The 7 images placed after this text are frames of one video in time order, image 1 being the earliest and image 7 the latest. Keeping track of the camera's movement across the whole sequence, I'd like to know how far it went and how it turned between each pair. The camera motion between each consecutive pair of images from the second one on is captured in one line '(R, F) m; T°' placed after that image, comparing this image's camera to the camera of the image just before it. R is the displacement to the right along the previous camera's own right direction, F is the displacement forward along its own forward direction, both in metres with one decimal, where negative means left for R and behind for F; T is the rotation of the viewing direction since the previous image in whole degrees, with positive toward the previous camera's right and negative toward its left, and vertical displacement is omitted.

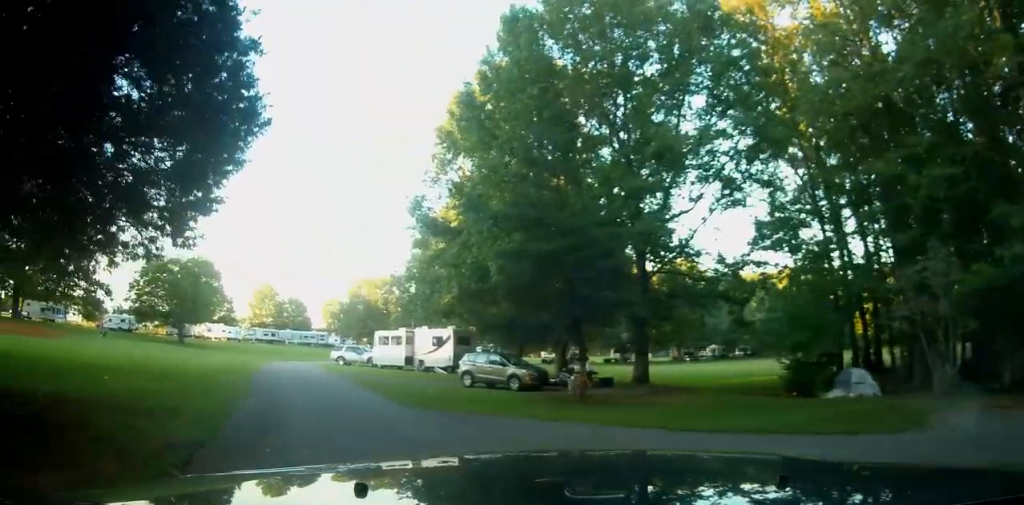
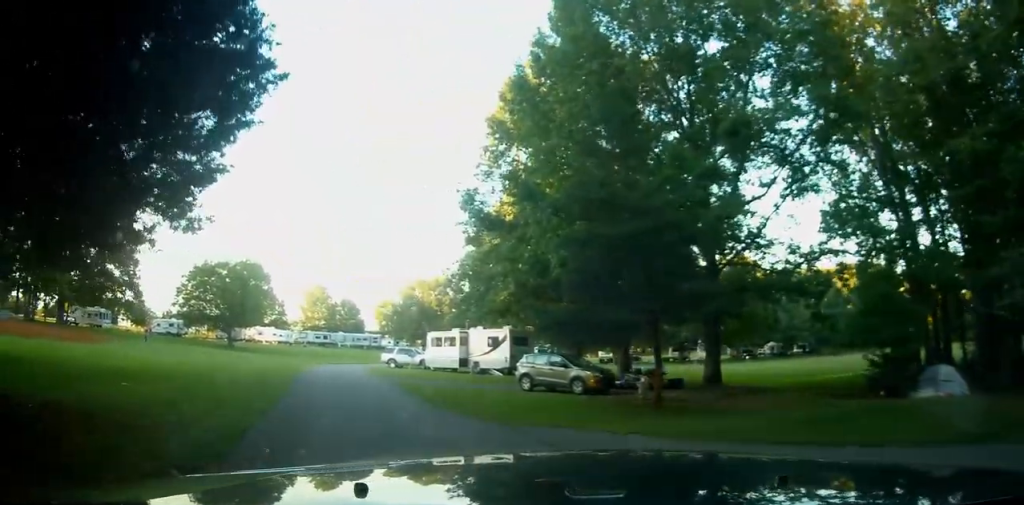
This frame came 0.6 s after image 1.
(-0.1, +2.0) m; -6°
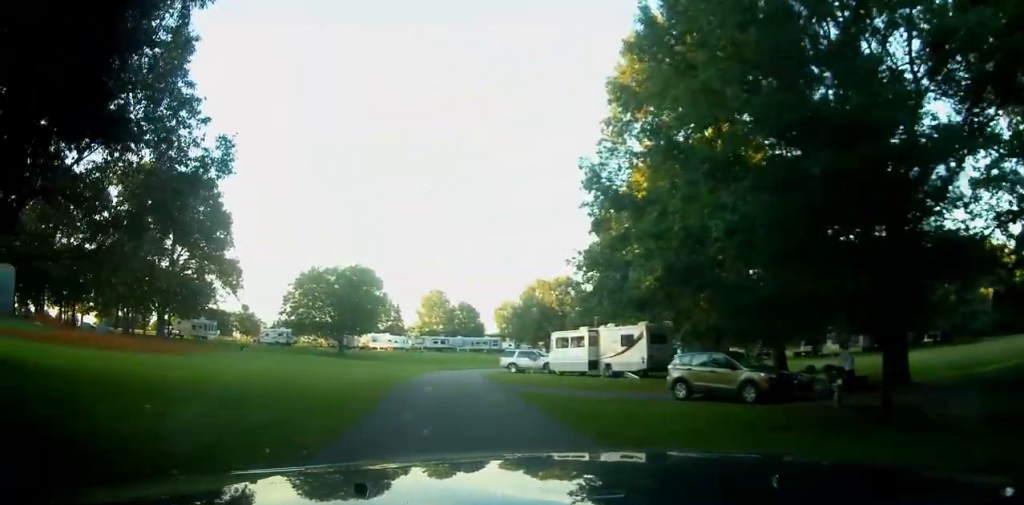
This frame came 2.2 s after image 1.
(-0.5, +4.8) m; -12°
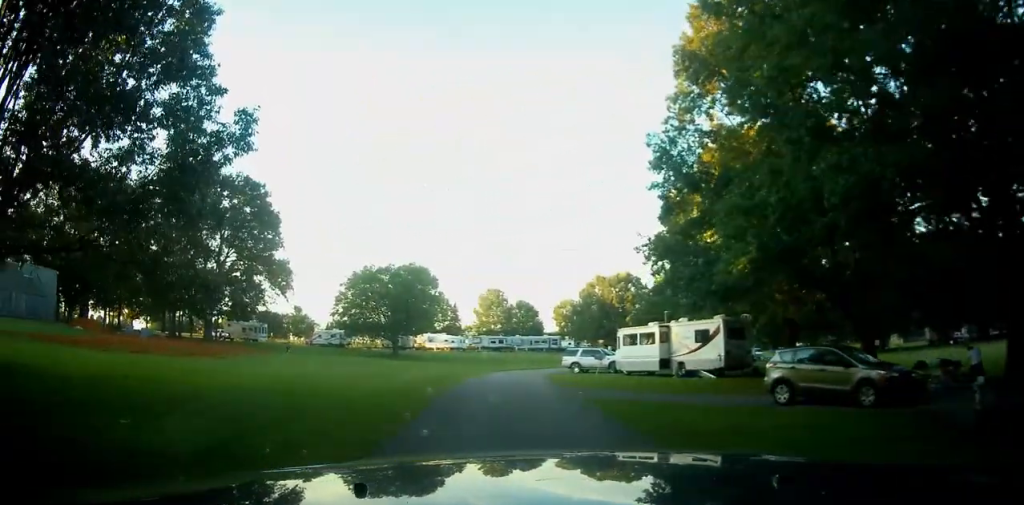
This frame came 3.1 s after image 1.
(-0.2, +2.9) m; -7°
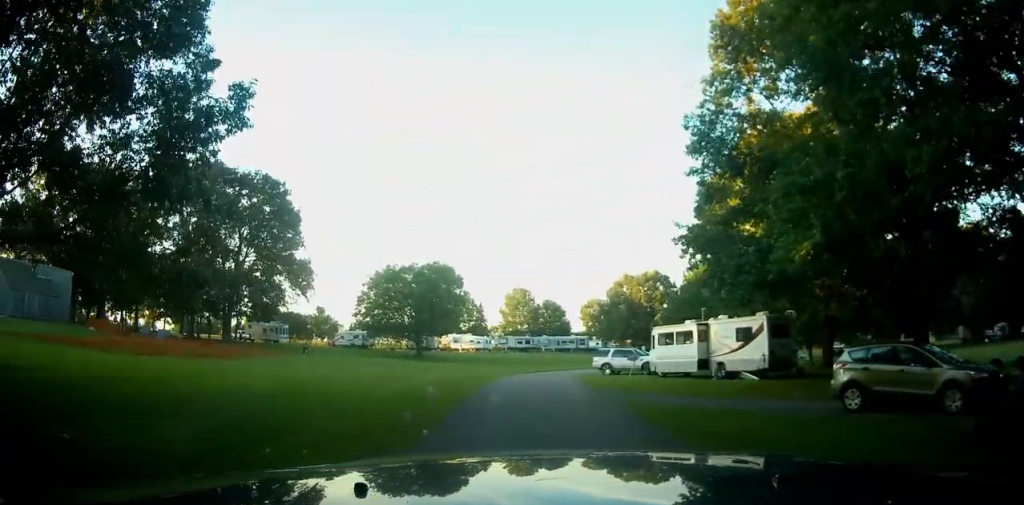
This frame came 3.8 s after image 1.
(-0.1, +2.2) m; -4°
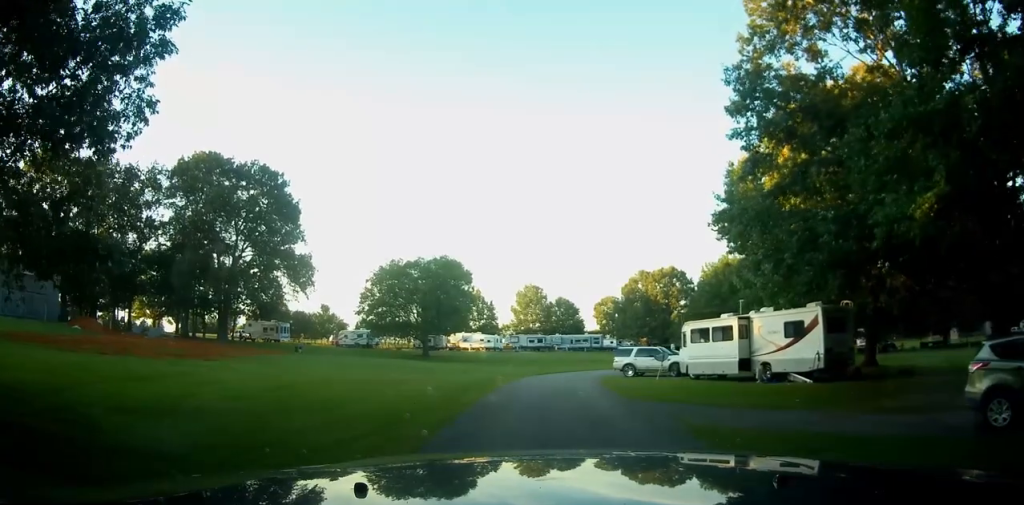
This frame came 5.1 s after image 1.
(-0.1, +4.4) m; -1°
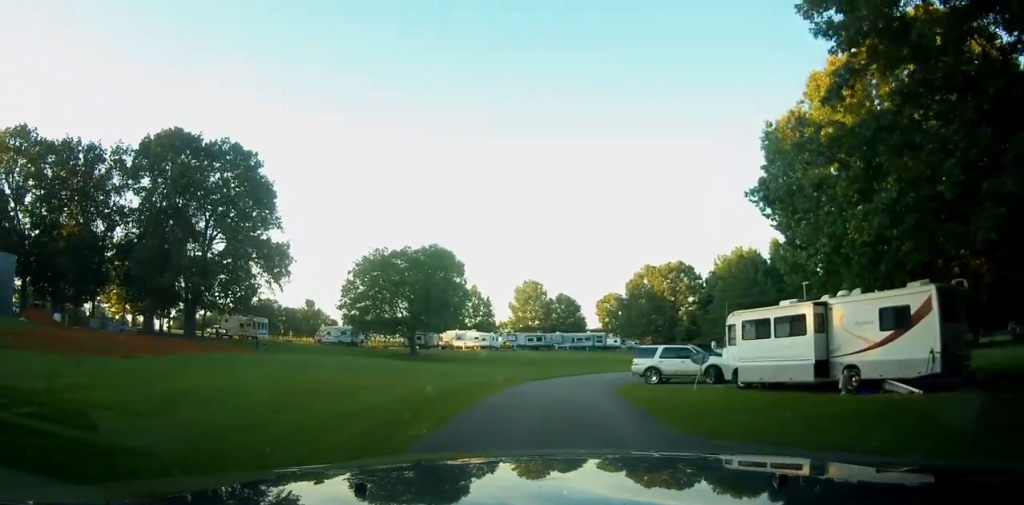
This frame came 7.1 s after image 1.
(+0.2, +7.6) m; +4°
